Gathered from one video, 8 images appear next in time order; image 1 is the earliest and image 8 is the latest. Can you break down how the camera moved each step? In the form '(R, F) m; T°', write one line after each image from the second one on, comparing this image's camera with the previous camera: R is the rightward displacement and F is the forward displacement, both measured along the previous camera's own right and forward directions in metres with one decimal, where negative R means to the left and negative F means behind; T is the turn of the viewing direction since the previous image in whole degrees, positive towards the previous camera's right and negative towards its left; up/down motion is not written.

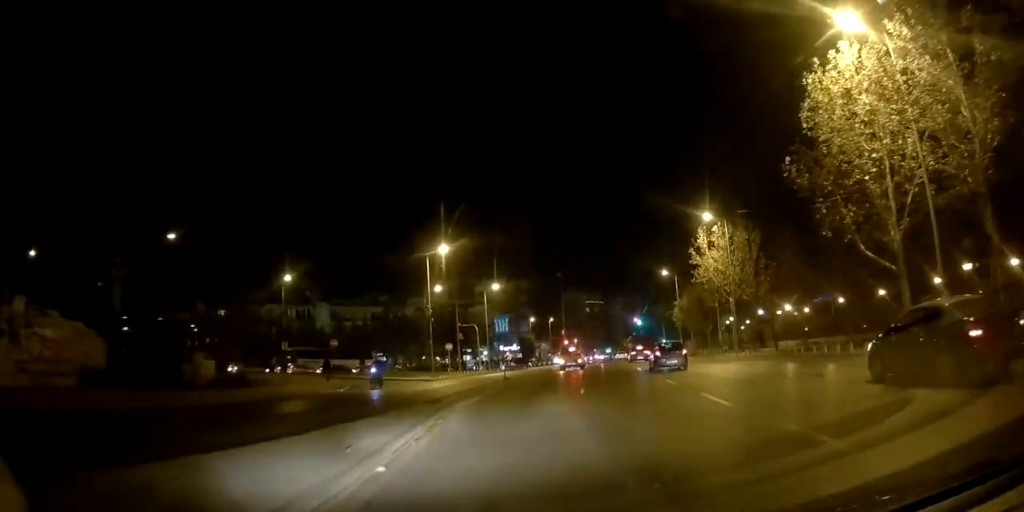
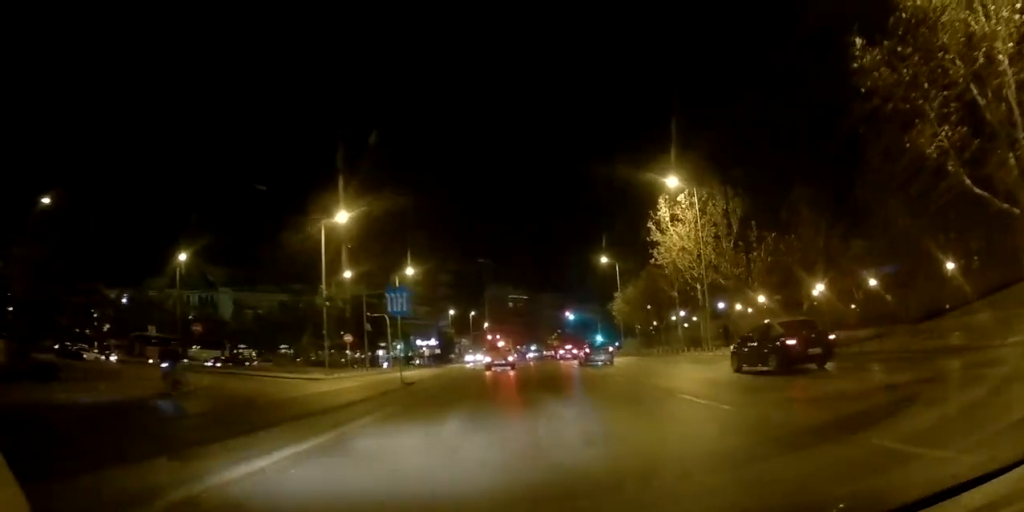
(+0.6, +9.7) m; +10°
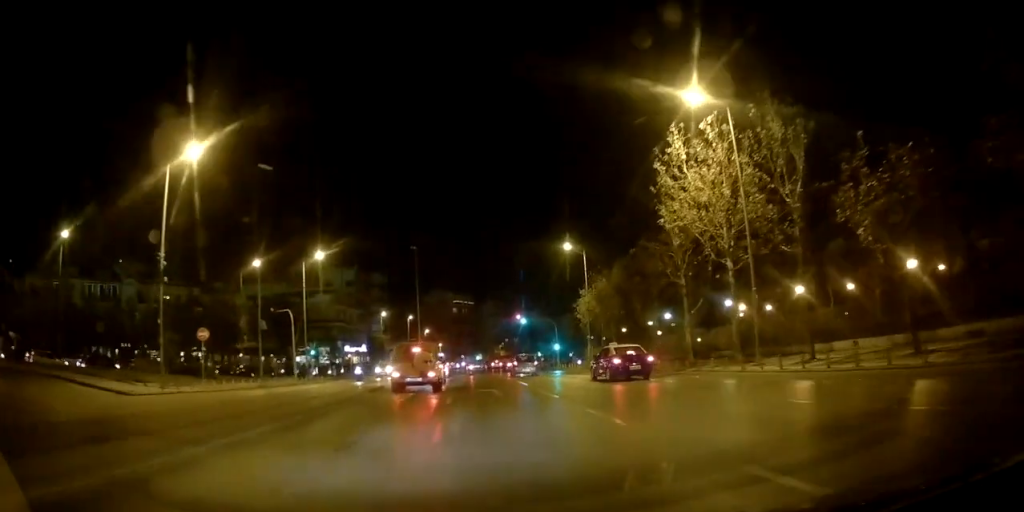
(+0.7, +14.0) m; +1°
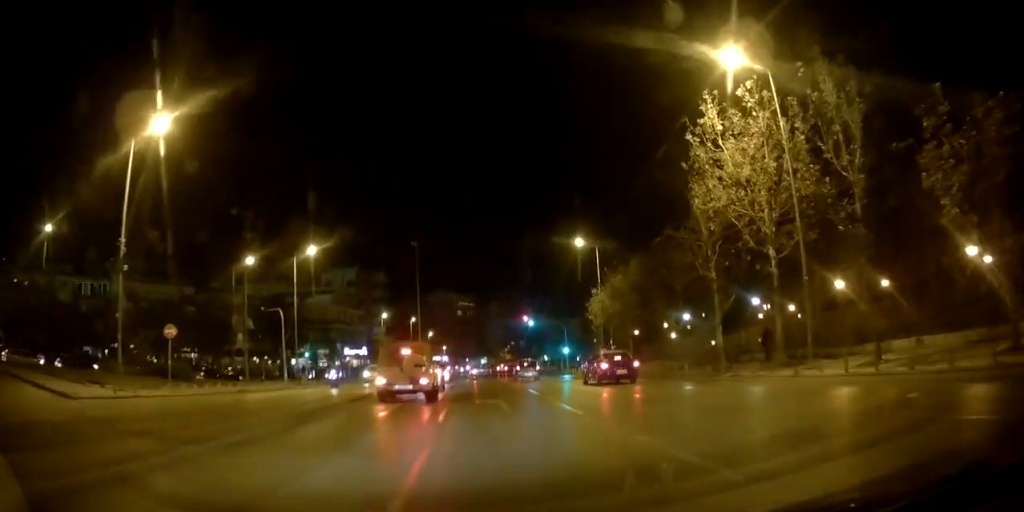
(0.0, +3.6) m; 0°
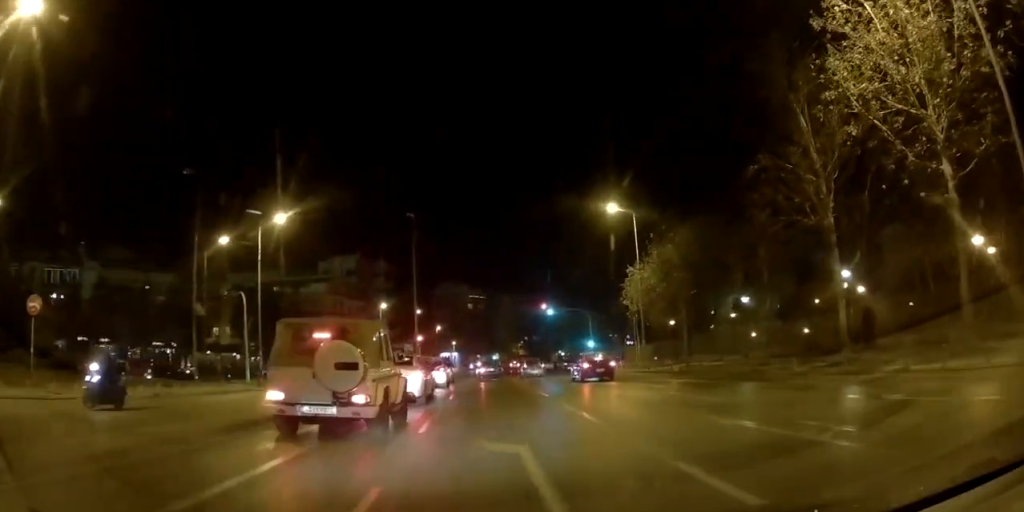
(0.0, +9.5) m; +1°
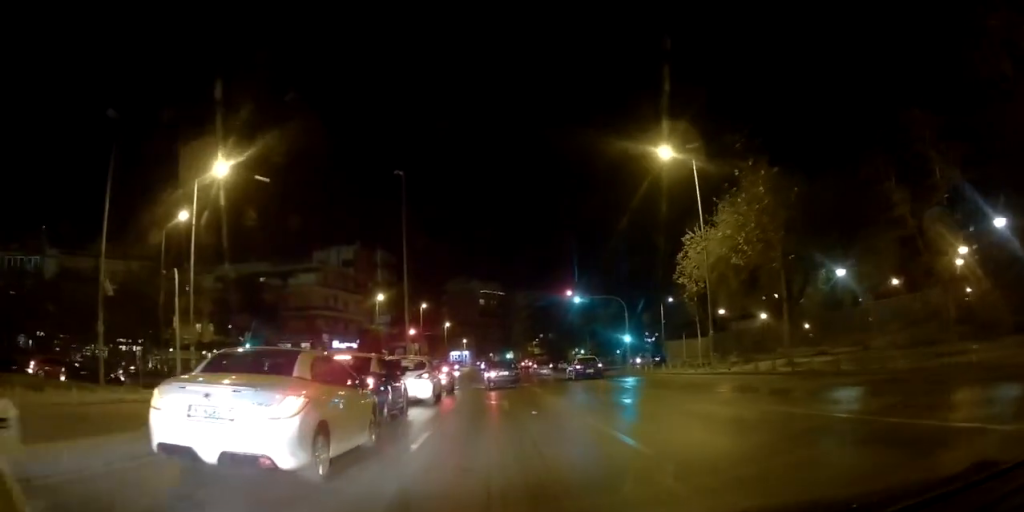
(+0.3, +10.1) m; 0°
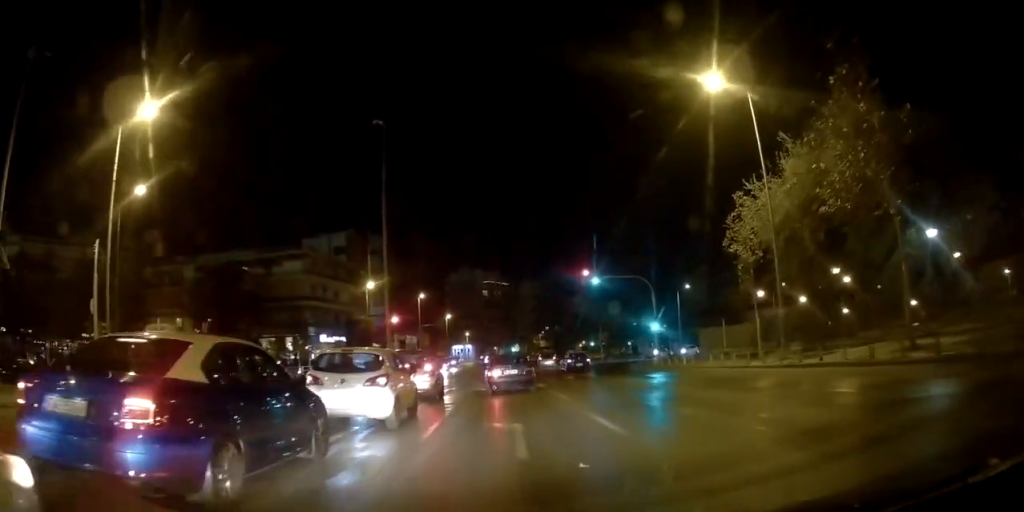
(-0.5, +6.1) m; -7°
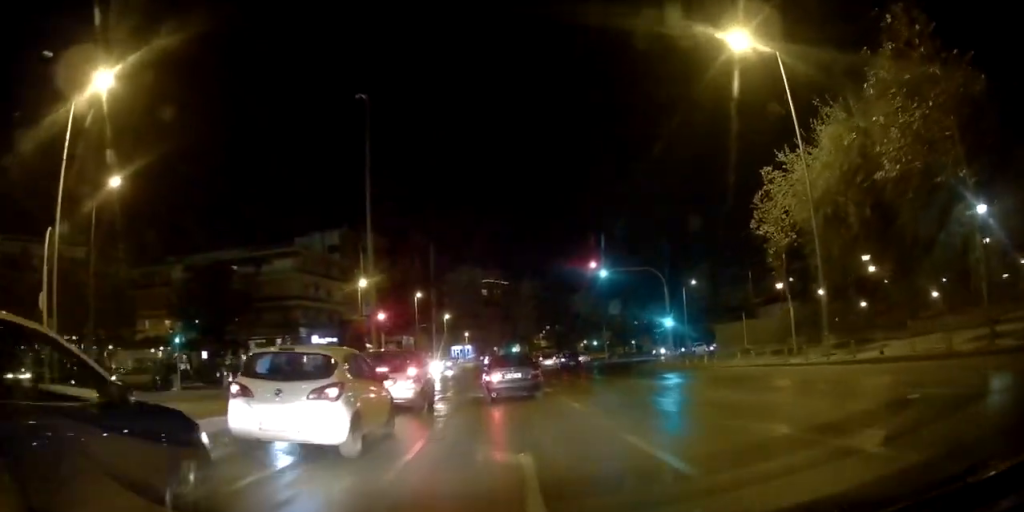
(-0.2, +2.6) m; +3°
